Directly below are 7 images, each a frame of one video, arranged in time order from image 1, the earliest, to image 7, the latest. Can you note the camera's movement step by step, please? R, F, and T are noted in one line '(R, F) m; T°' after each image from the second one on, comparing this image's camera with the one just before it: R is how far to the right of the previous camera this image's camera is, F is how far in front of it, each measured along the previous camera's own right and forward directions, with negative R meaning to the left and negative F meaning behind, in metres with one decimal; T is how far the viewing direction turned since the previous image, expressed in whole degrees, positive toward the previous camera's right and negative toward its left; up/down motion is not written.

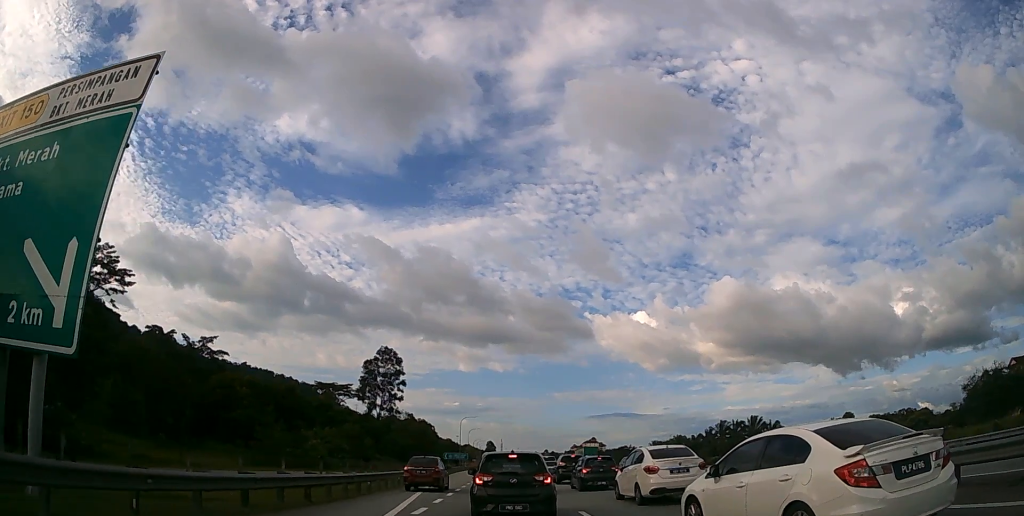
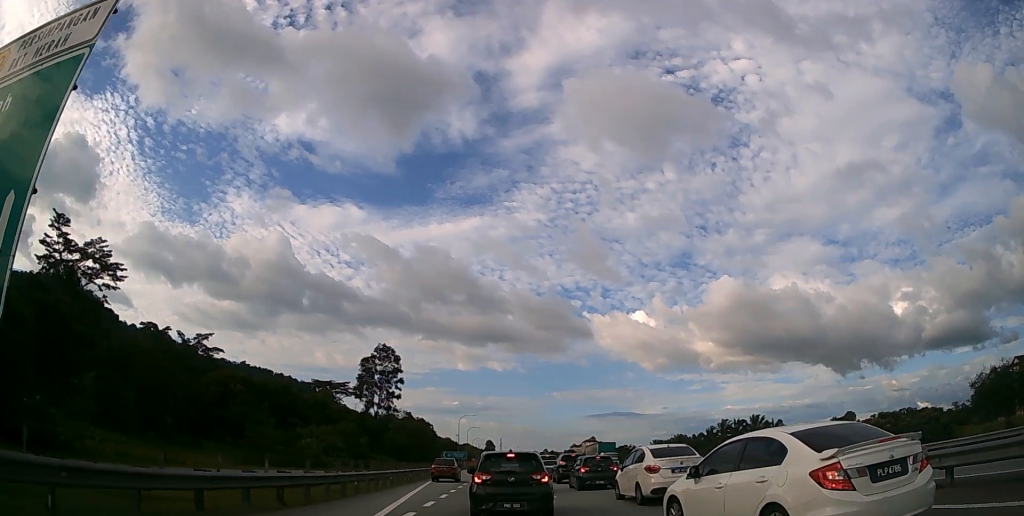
(0.0, +2.1) m; +1°
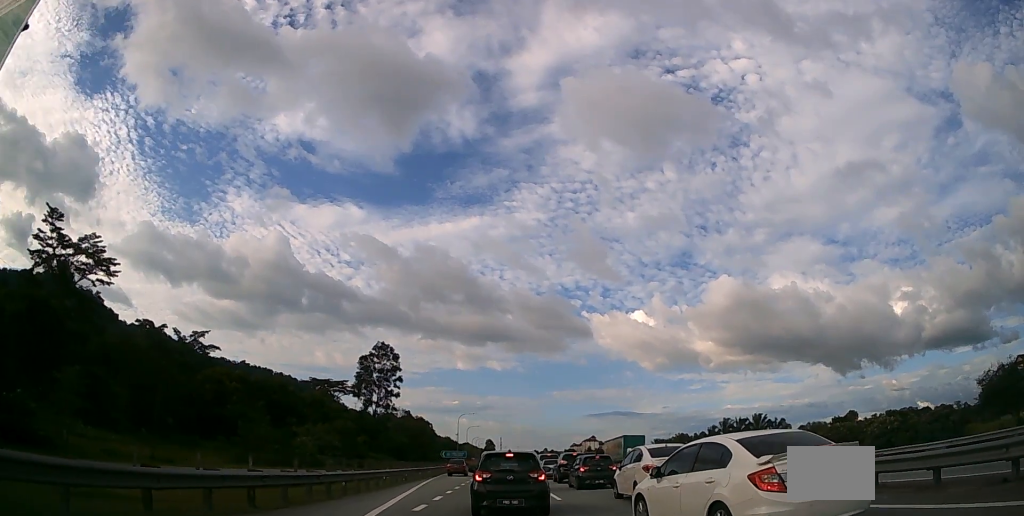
(0.0, +1.8) m; 0°
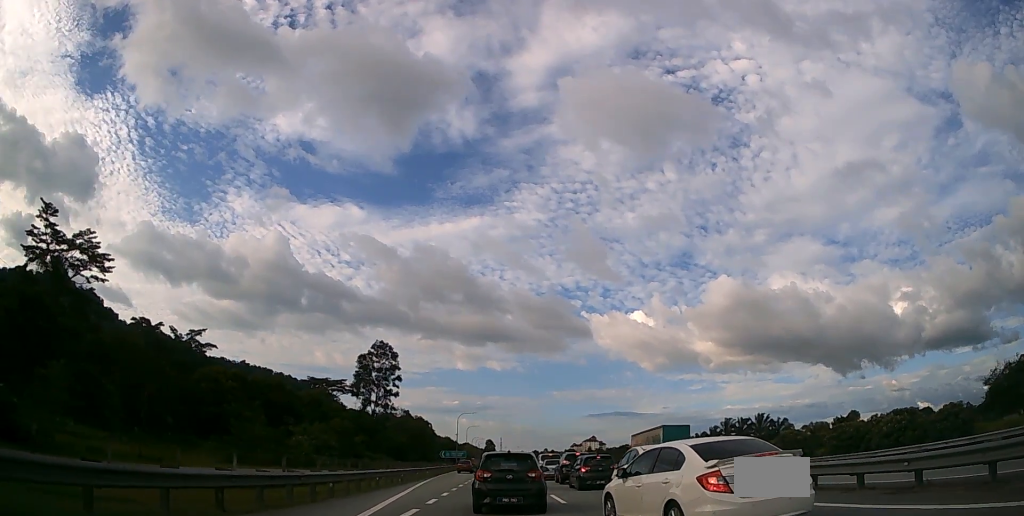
(-0.1, +1.2) m; 0°
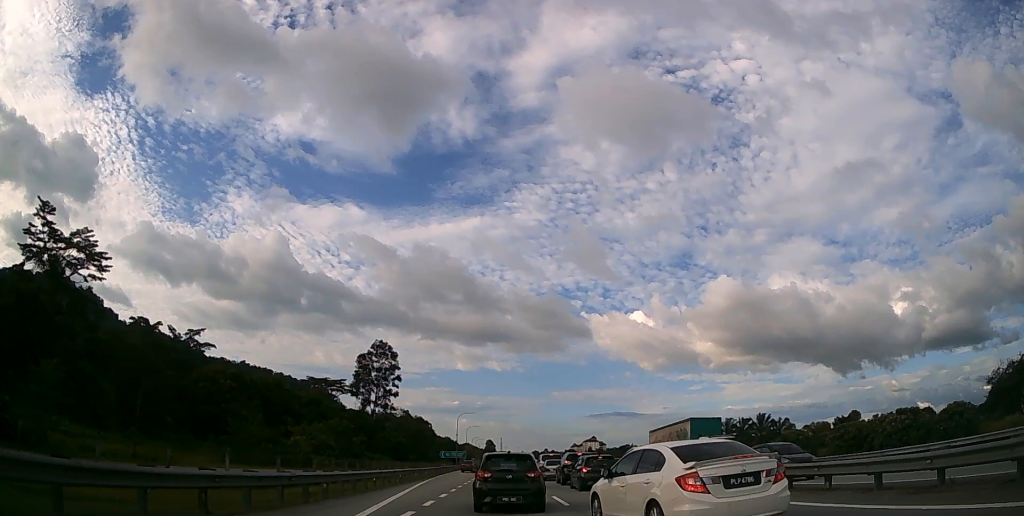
(0.0, +0.5) m; 0°
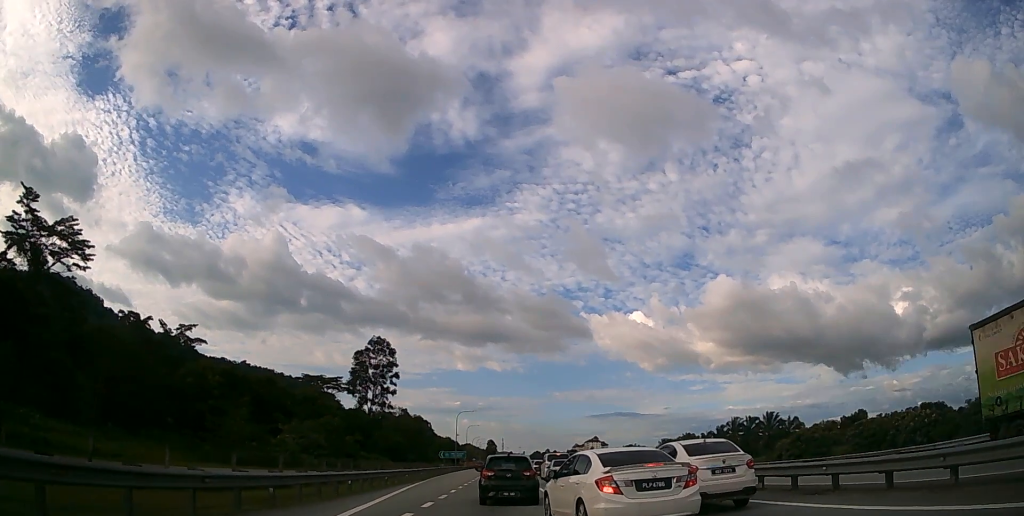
(0.0, +3.1) m; -1°
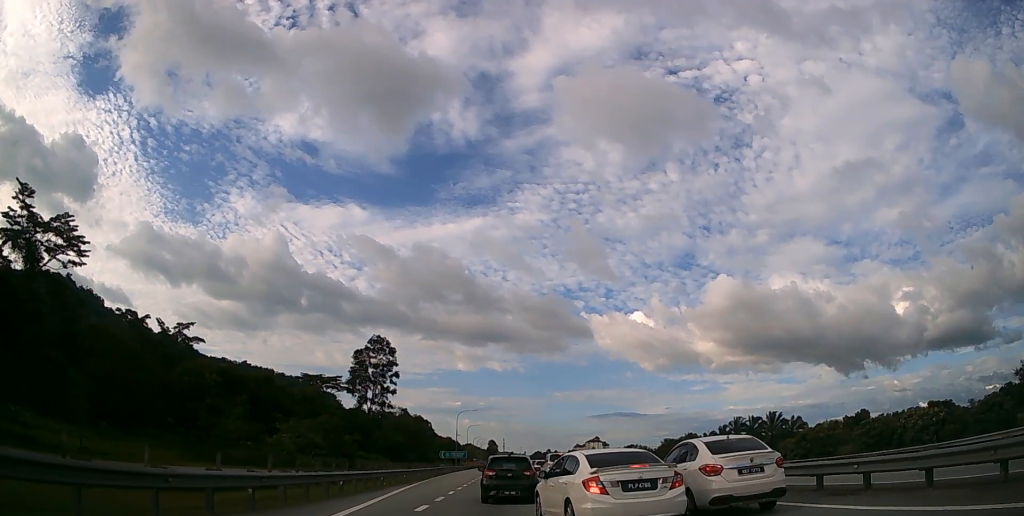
(0.0, +1.2) m; -1°
